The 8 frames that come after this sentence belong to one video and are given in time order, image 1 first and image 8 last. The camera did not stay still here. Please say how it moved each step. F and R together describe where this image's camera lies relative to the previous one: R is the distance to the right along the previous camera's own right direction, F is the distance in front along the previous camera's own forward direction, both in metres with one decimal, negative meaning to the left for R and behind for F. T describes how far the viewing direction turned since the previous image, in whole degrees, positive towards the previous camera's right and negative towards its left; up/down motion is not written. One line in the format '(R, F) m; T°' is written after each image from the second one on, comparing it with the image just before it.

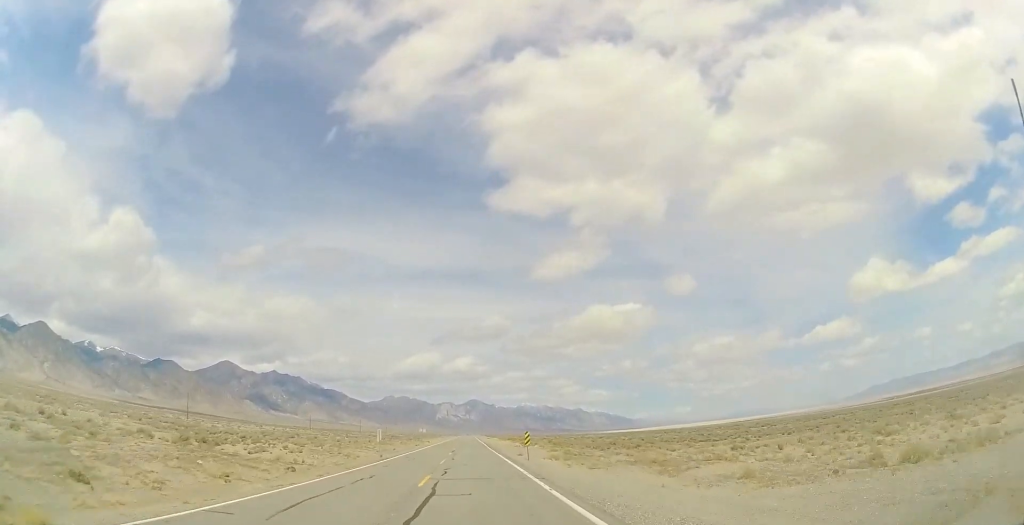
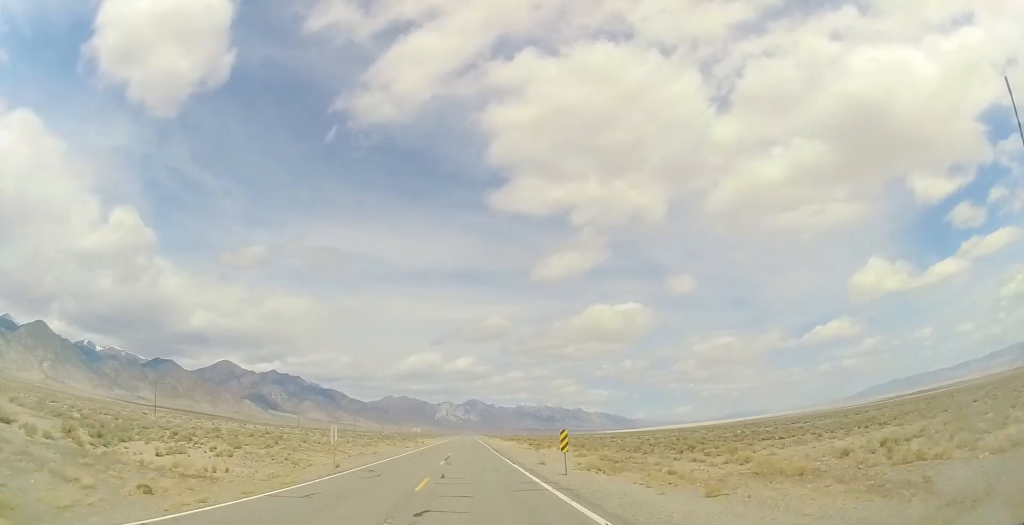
(0.0, +14.3) m; 0°
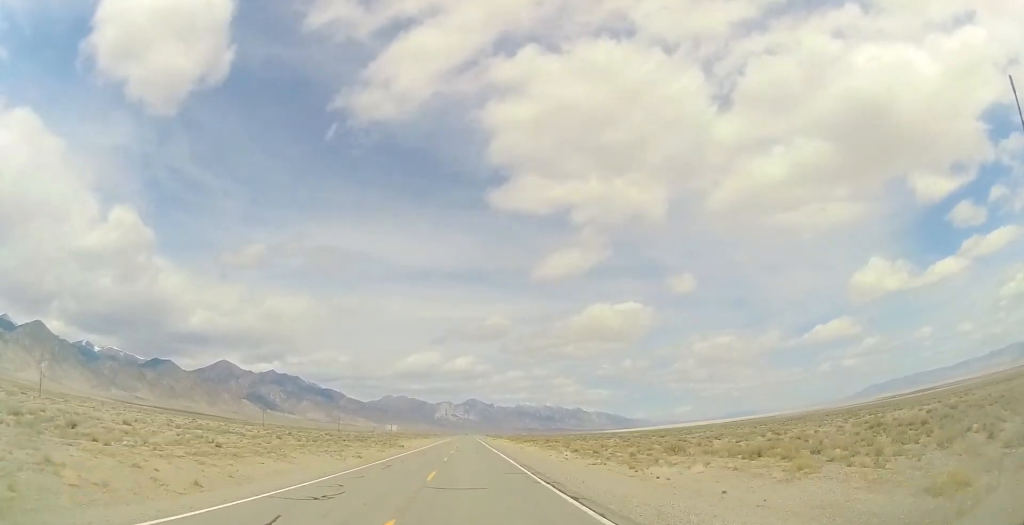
(-0.2, +33.7) m; 0°
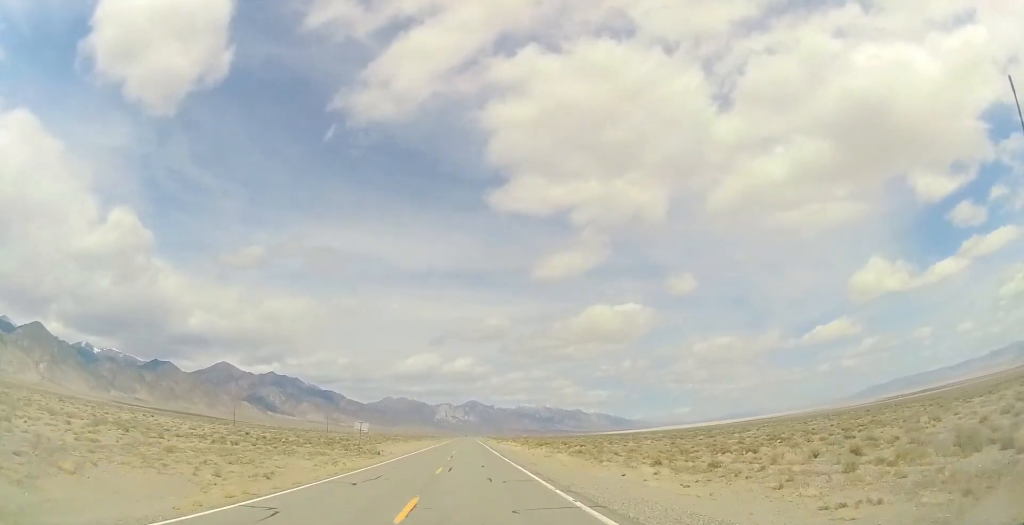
(+0.2, +20.4) m; 0°
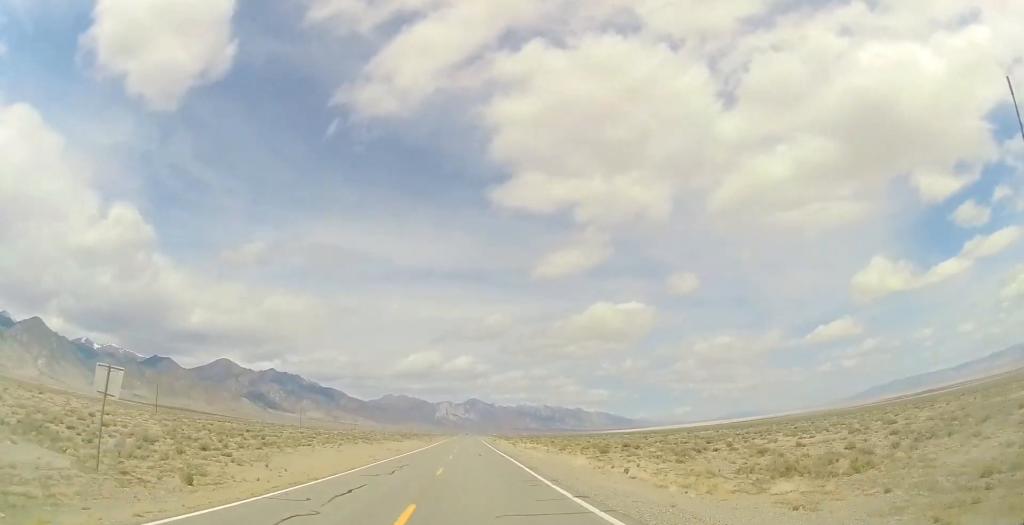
(+0.1, +38.1) m; 0°
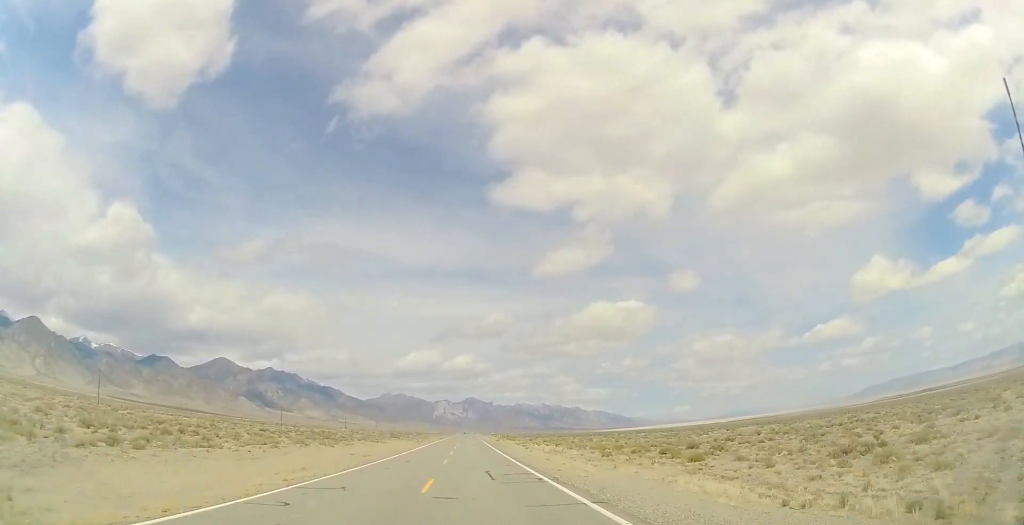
(-0.1, +18.5) m; 0°
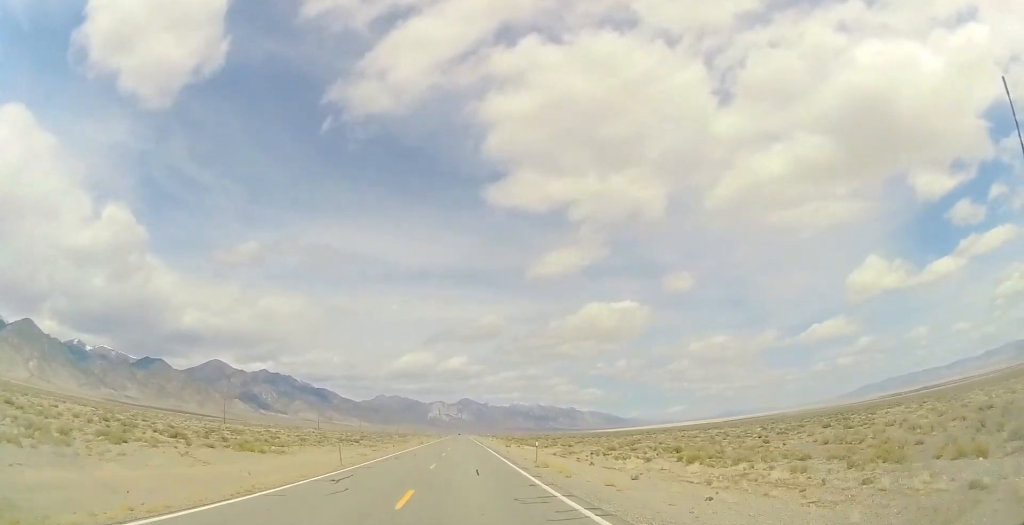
(+0.4, +39.4) m; 0°
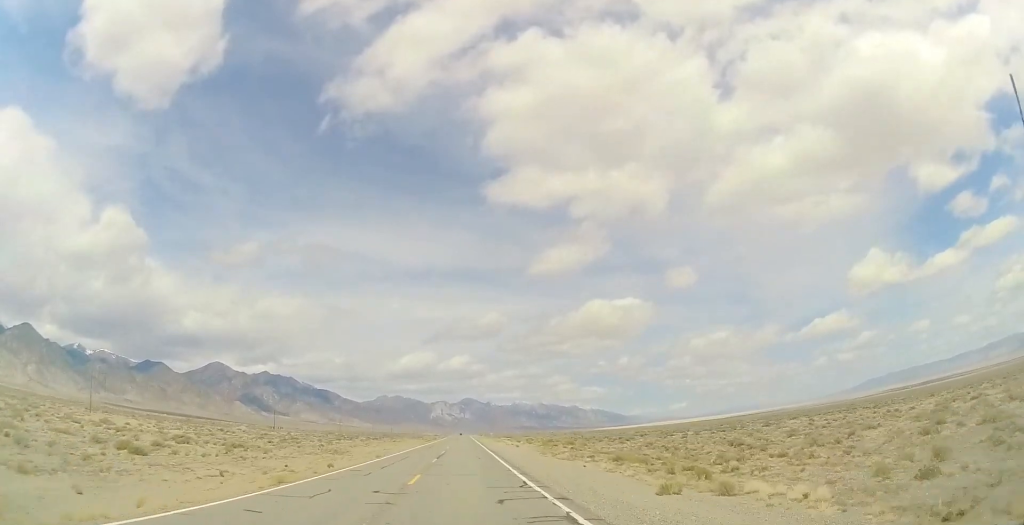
(0.0, +55.7) m; 0°
